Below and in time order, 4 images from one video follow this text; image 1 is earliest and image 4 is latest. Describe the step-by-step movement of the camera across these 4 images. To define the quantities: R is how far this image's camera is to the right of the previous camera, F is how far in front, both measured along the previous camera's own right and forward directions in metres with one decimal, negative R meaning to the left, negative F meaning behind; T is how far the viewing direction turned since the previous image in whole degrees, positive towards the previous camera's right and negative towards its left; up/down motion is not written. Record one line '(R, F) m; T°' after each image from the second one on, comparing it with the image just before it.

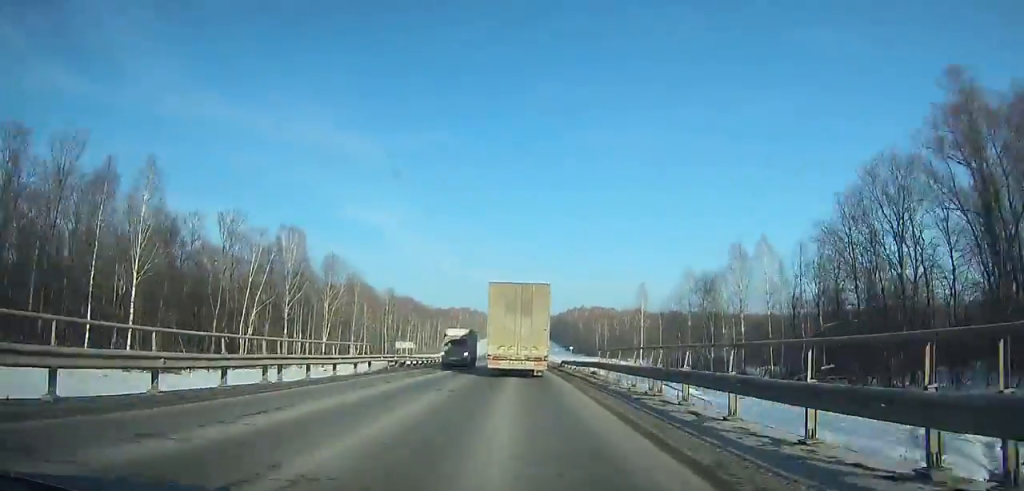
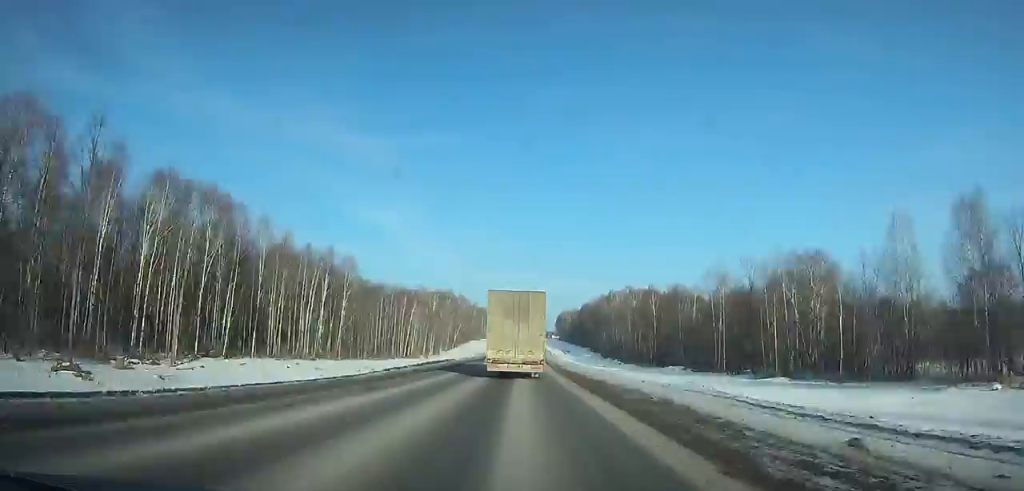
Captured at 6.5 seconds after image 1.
(-1.1, +134.9) m; 0°
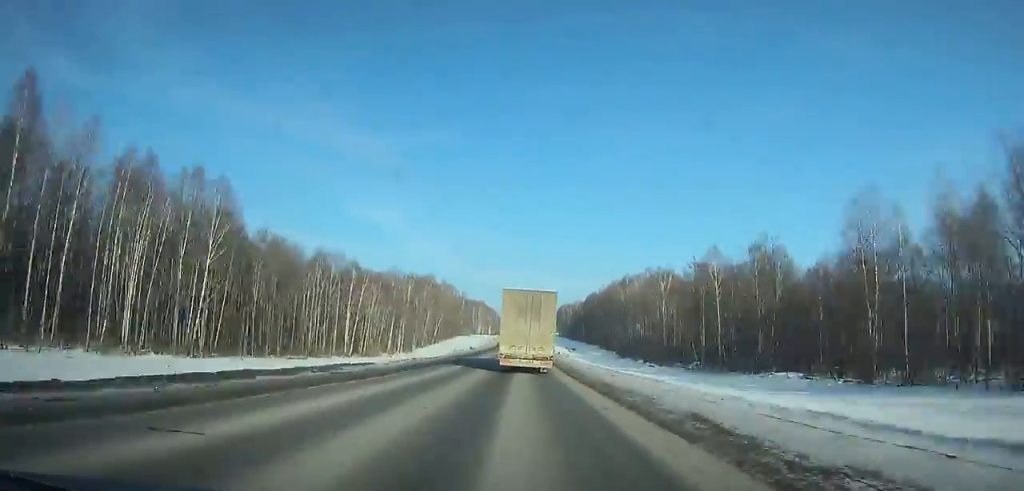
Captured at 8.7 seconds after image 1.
(+0.2, +45.7) m; 0°
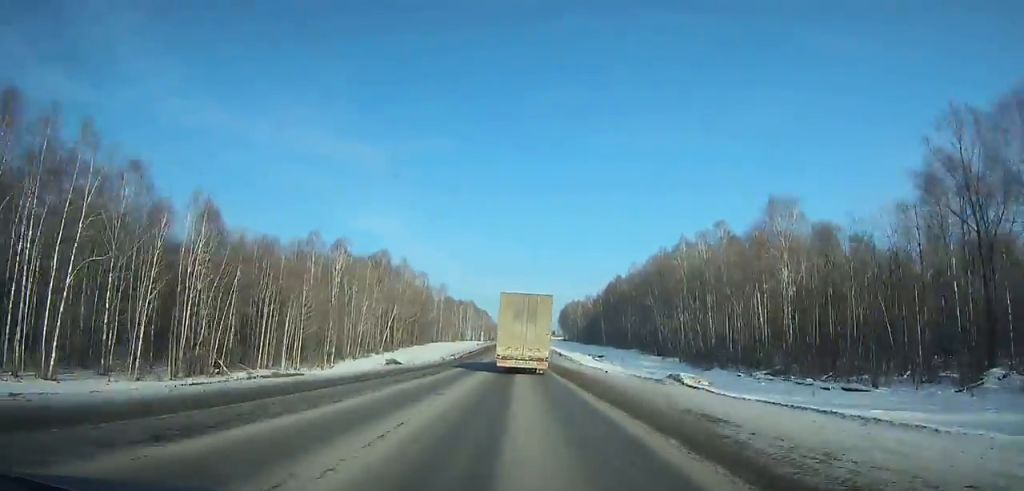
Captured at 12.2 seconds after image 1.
(+0.2, +72.8) m; 0°
